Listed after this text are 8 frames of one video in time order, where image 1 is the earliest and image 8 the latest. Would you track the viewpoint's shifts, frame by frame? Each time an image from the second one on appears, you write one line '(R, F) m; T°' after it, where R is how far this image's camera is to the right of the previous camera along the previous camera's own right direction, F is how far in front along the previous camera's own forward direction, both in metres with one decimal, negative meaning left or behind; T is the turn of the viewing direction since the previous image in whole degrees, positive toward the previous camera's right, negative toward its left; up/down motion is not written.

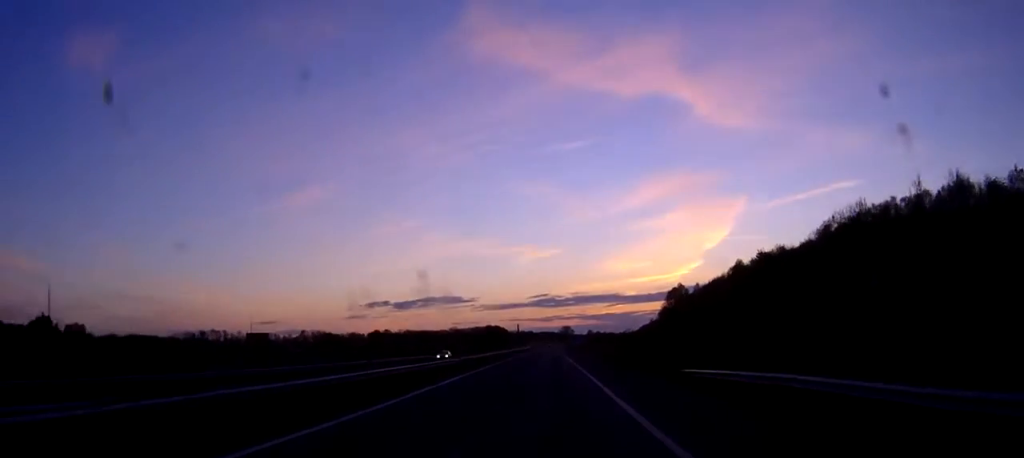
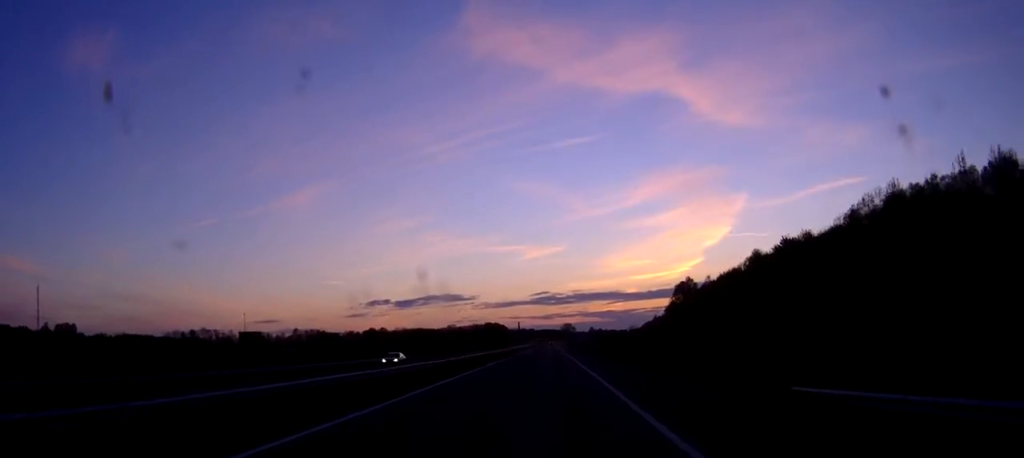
(-0.1, +15.3) m; 0°
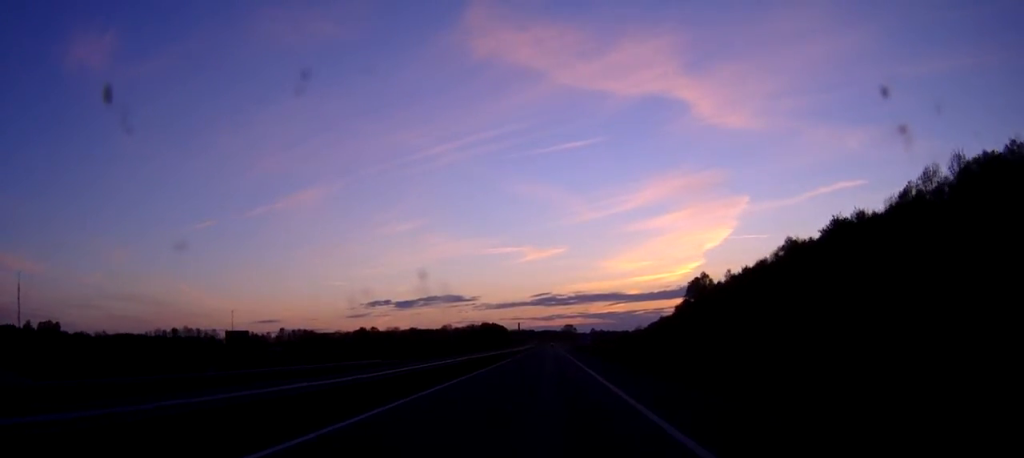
(+0.1, +24.2) m; 0°
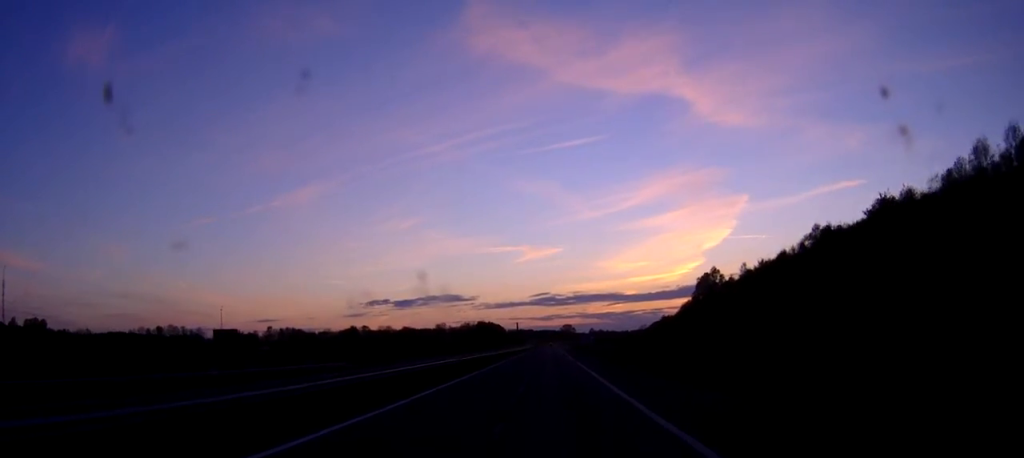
(+0.1, +17.1) m; 0°
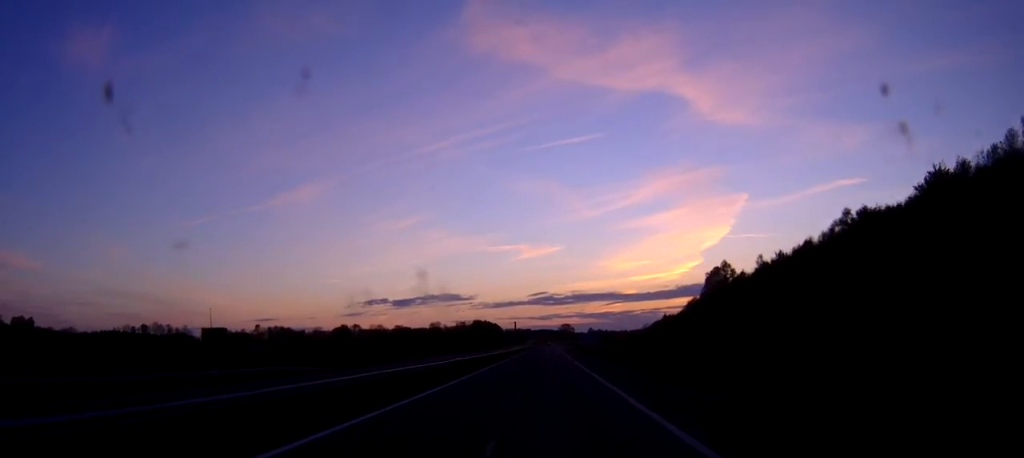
(0.0, +15.3) m; 0°
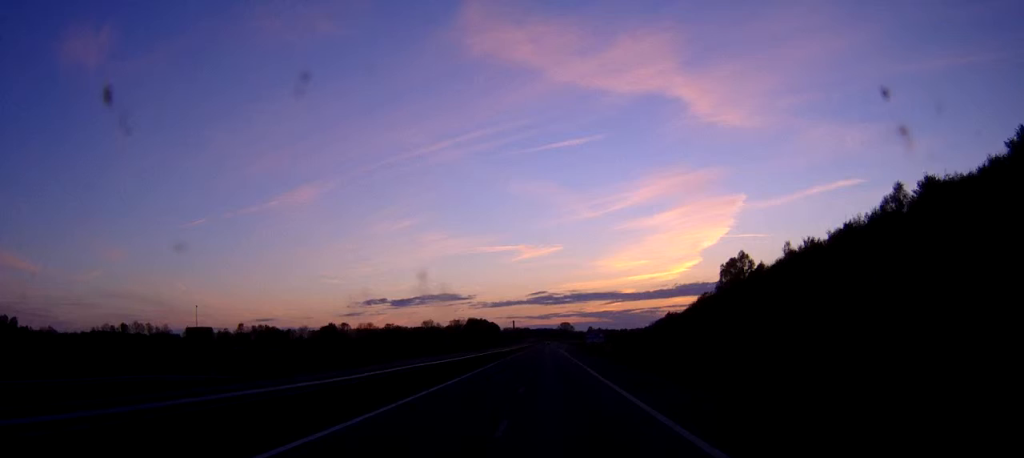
(-0.1, +20.6) m; 0°
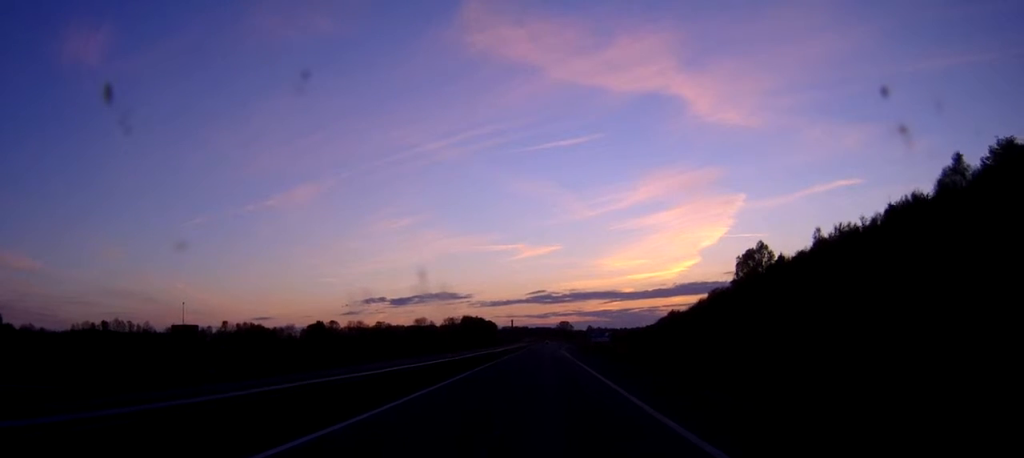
(+0.2, +17.8) m; 0°
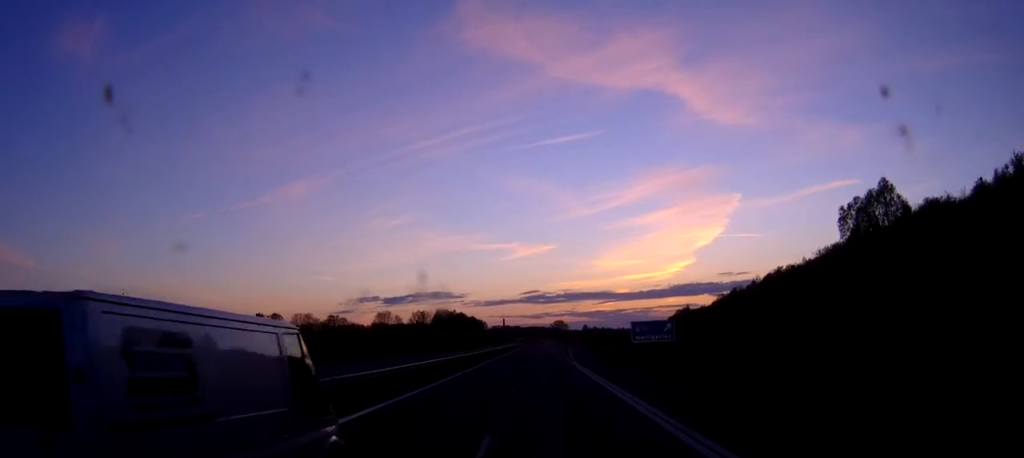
(-0.2, +68.9) m; 0°
